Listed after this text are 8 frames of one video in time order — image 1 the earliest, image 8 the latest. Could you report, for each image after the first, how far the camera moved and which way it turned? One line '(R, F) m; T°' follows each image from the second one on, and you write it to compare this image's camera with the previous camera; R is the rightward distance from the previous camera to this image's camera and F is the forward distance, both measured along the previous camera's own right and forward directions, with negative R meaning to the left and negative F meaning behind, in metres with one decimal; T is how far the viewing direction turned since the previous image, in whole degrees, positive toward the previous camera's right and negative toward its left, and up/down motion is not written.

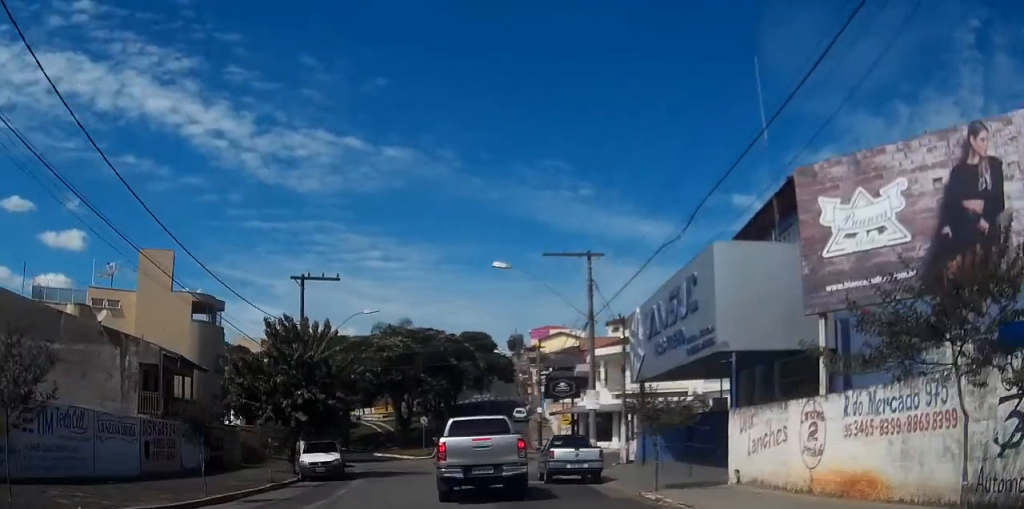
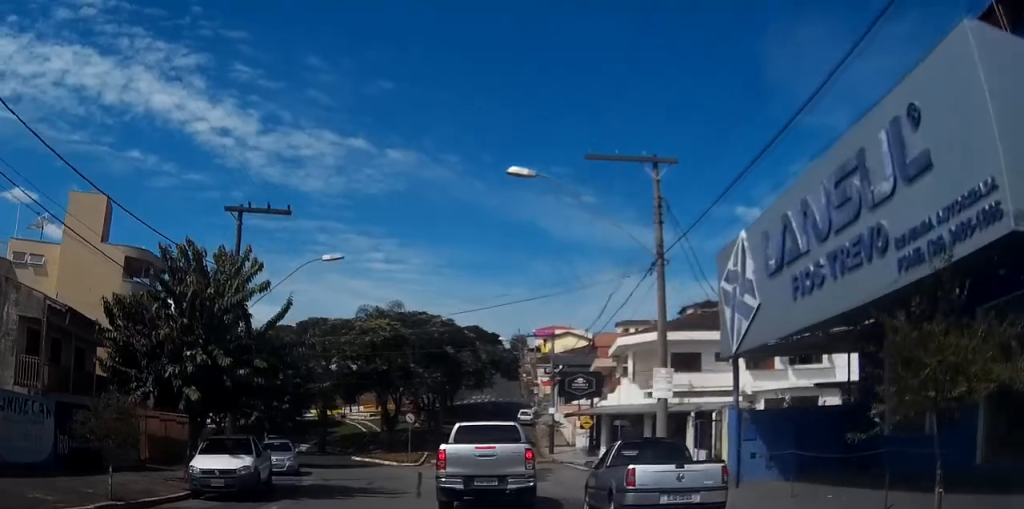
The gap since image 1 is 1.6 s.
(0.0, +10.7) m; 0°
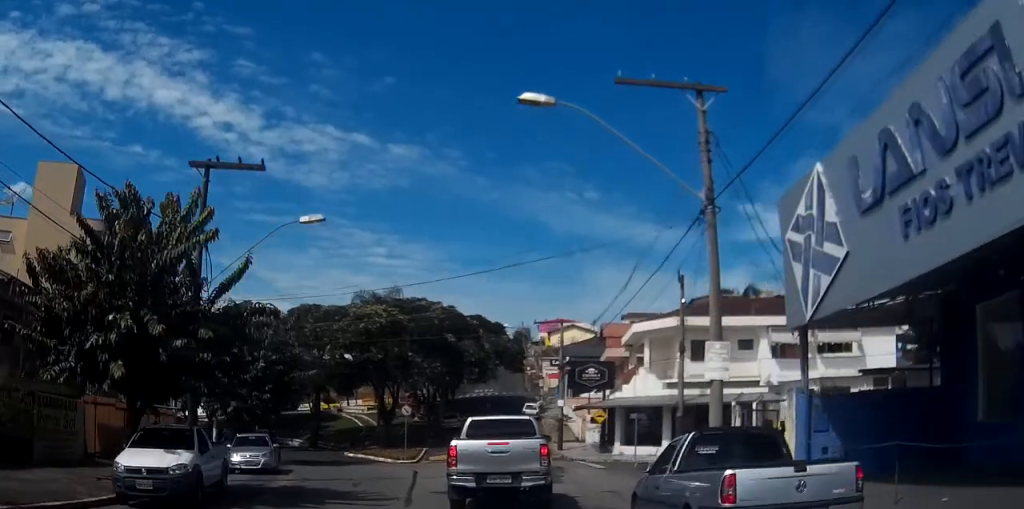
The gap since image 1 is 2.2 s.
(+0.1, +3.9) m; 0°
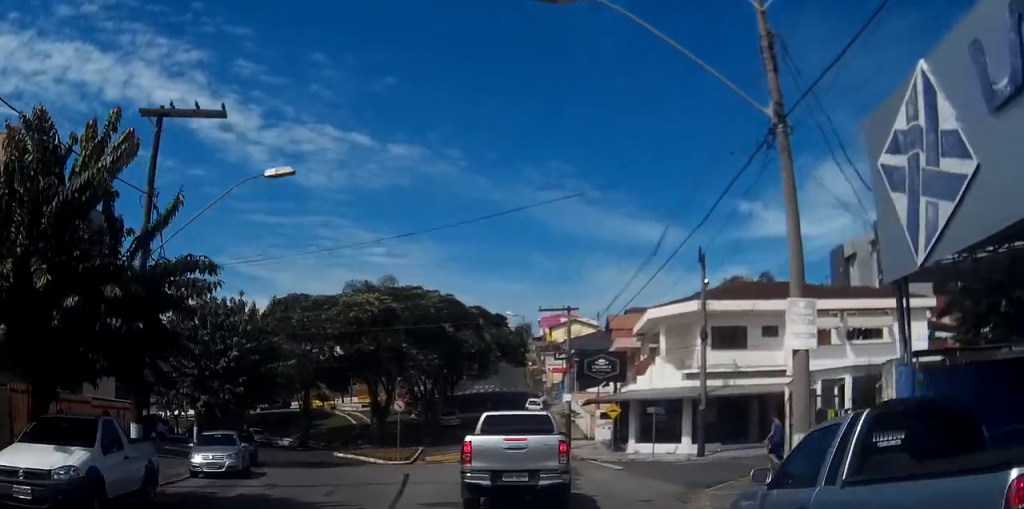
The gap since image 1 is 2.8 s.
(-0.1, +3.8) m; 0°
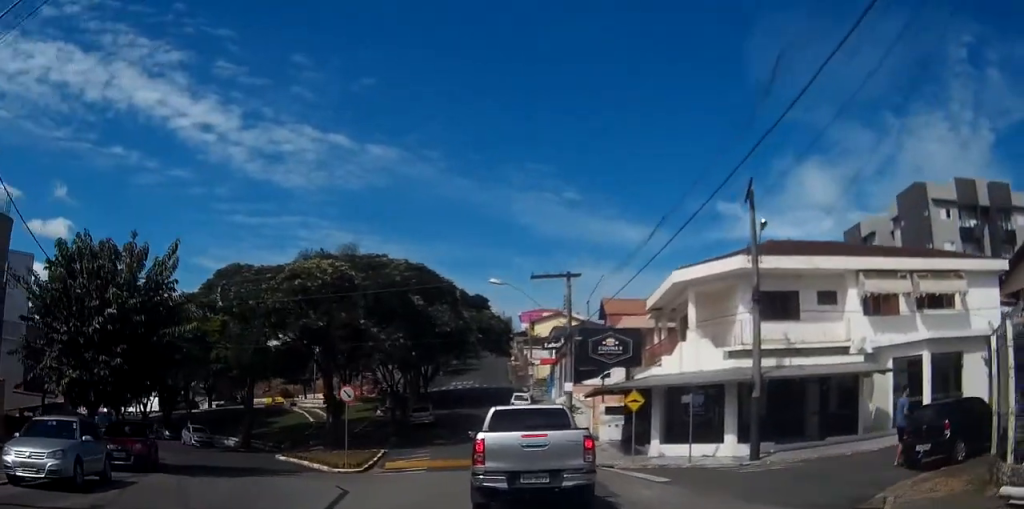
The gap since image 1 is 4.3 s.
(+0.2, +9.3) m; +2°
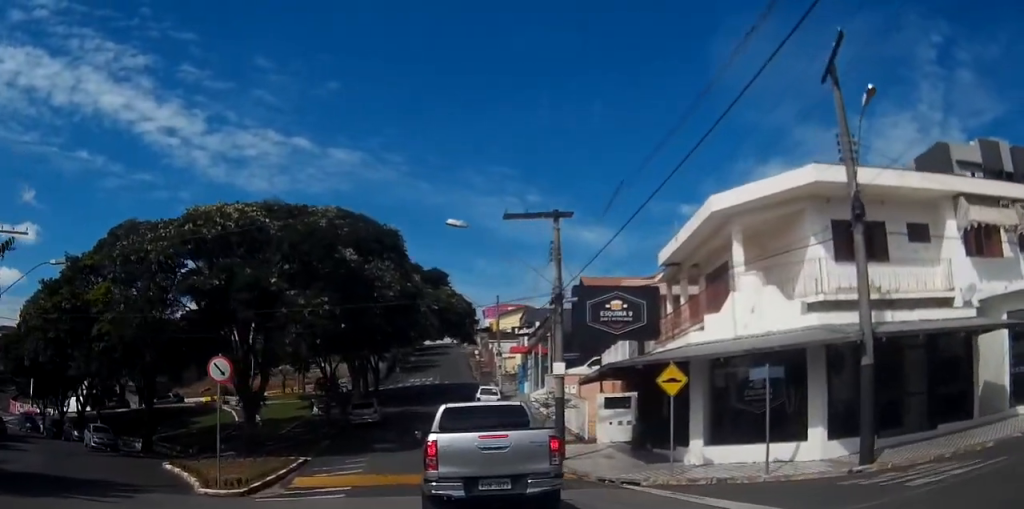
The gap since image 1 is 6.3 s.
(+0.5, +10.3) m; +4°
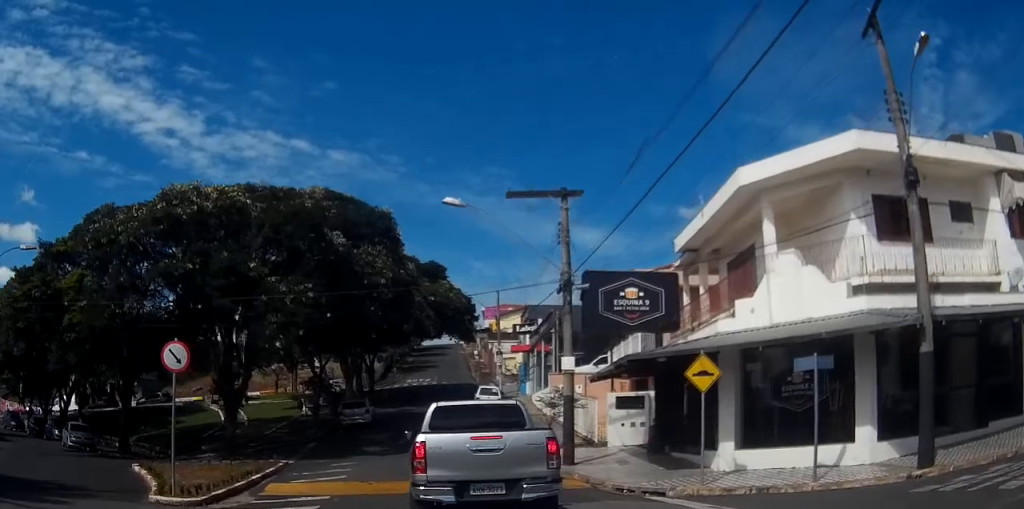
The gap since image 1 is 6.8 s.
(-0.1, +2.5) m; -1°
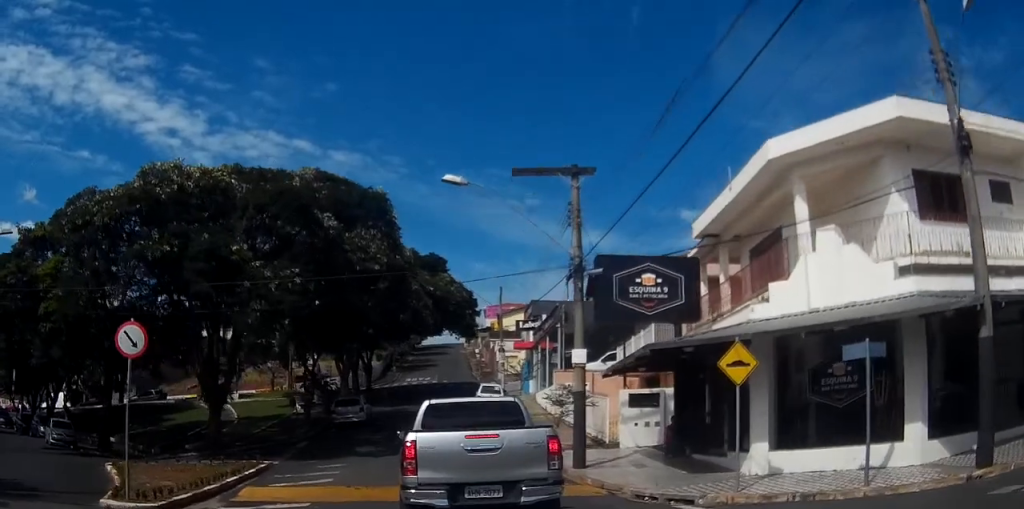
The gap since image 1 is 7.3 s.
(-0.1, +2.1) m; -1°
